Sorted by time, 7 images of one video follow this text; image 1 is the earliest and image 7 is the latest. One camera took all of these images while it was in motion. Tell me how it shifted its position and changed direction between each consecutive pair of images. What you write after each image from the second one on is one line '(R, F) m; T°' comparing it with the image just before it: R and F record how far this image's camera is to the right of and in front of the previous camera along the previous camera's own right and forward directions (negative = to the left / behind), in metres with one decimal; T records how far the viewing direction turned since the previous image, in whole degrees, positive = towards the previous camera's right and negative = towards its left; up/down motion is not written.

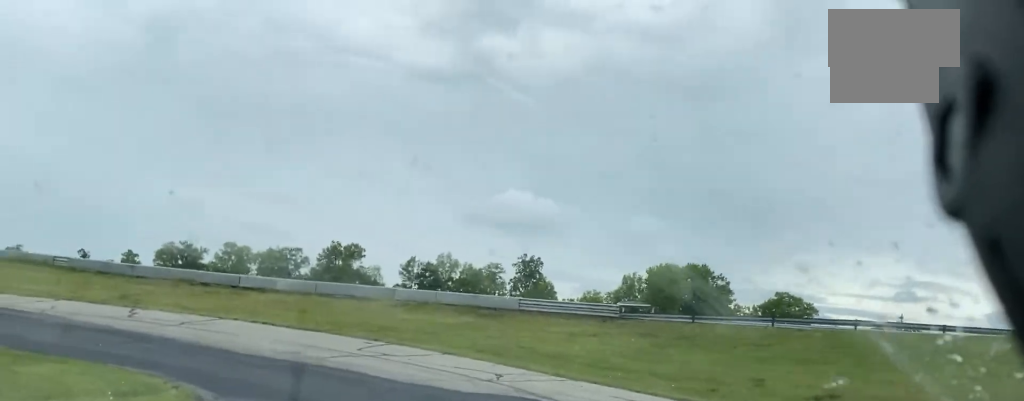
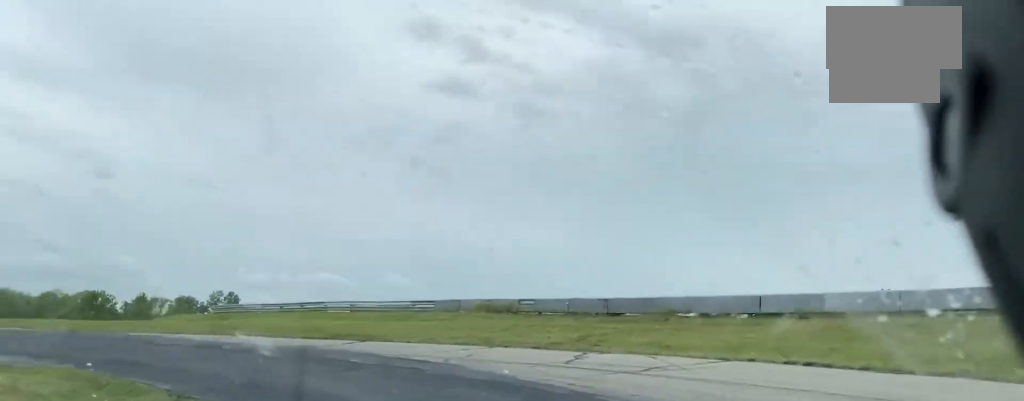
(-6.4, +20.8) m; -40°
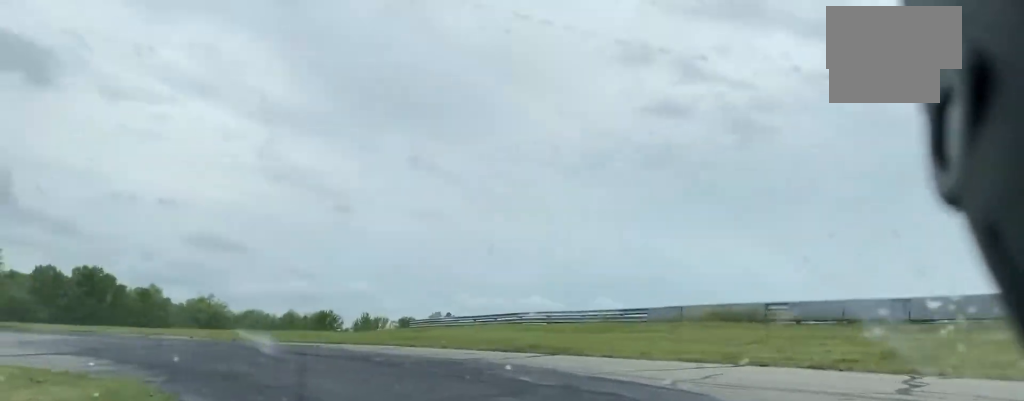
(-1.1, +8.6) m; -16°
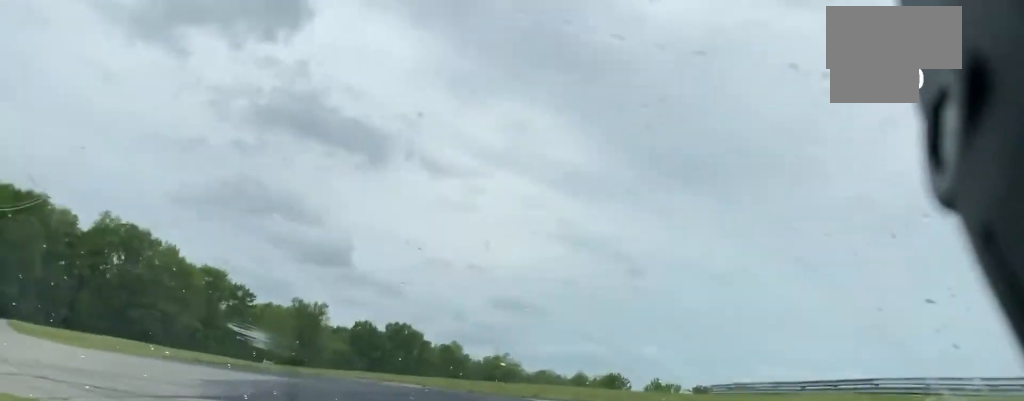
(-2.4, +11.3) m; -17°
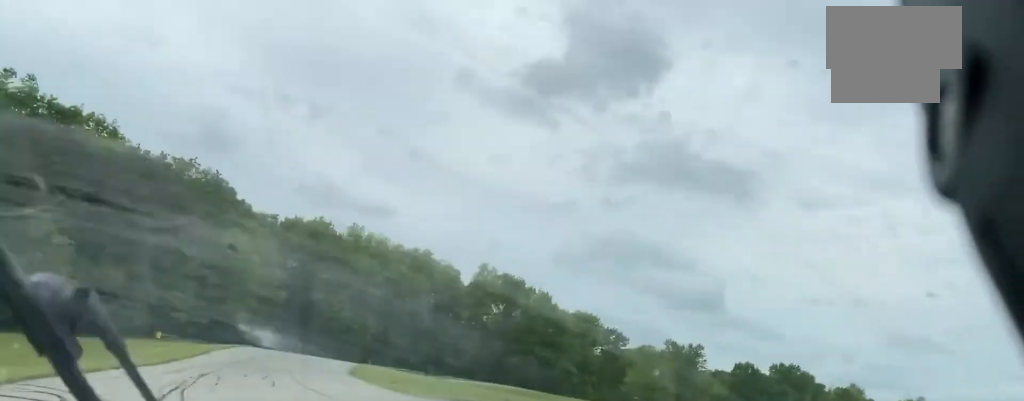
(-3.6, +17.2) m; -10°
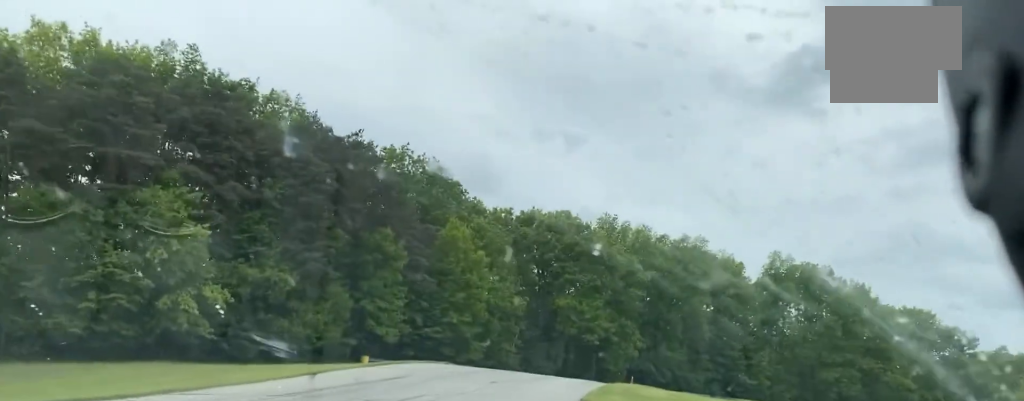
(-0.5, +30.2) m; -10°
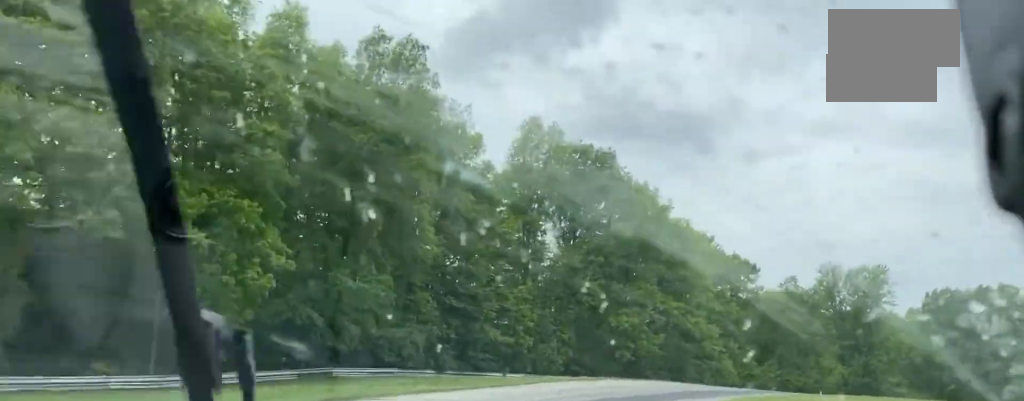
(-11.6, +74.1) m; +6°
